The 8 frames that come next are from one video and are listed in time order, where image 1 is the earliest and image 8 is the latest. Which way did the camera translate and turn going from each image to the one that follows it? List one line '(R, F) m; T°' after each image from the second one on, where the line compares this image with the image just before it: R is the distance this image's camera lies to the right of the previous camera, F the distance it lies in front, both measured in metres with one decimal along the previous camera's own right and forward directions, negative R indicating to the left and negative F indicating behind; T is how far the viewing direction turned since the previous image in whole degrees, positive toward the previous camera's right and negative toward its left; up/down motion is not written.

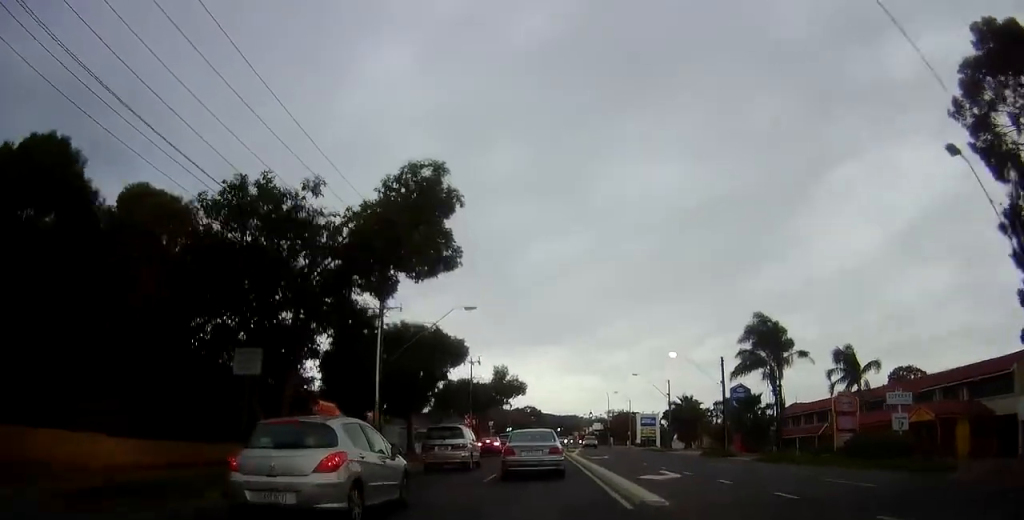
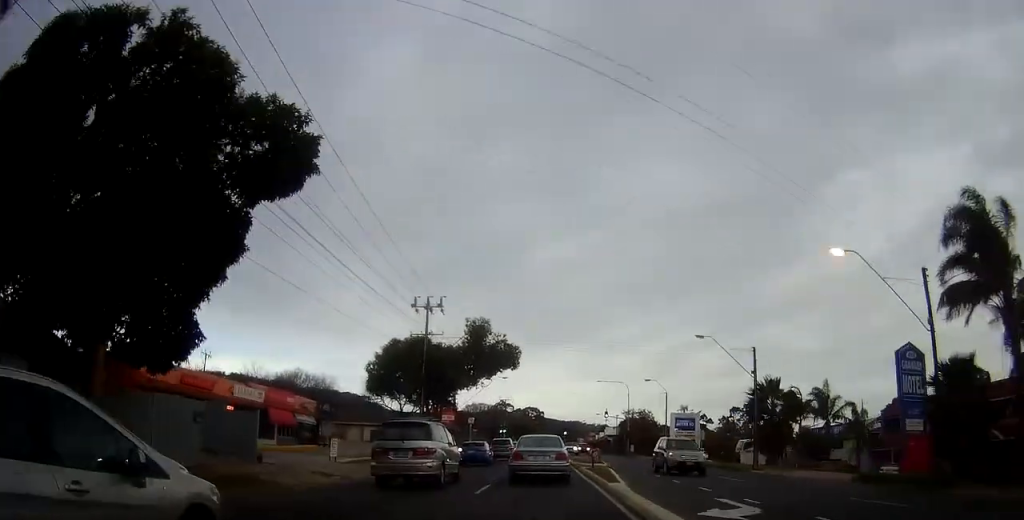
(+0.7, +25.4) m; 0°
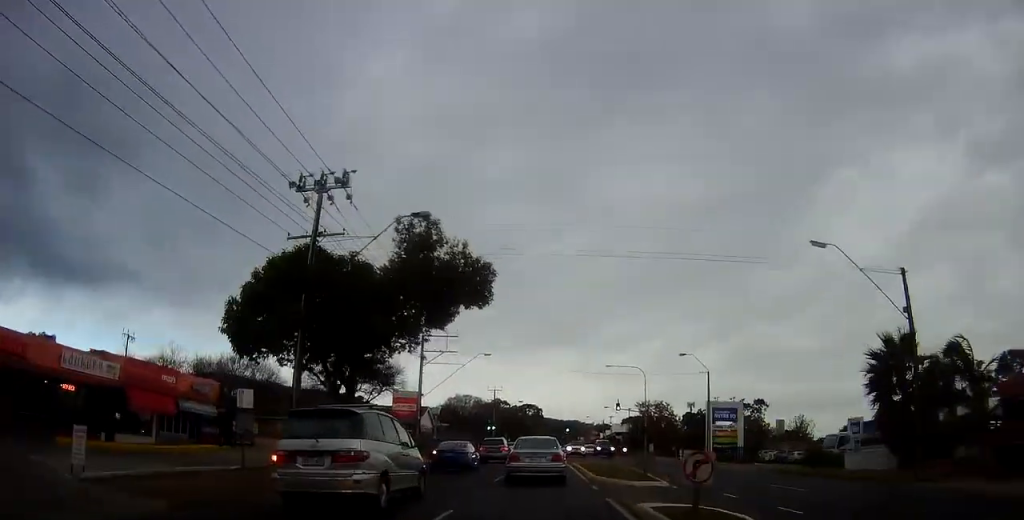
(-0.6, +18.2) m; 0°
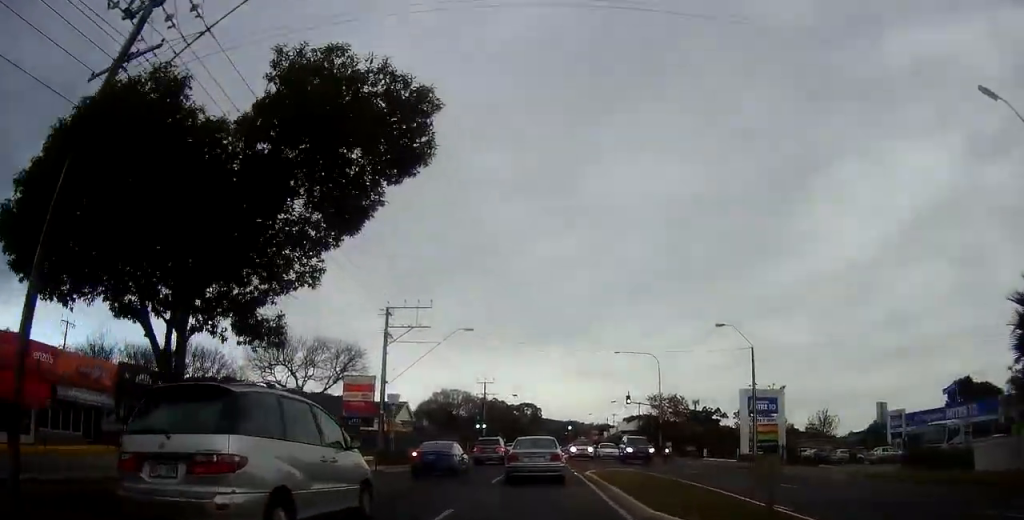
(+0.3, +11.3) m; 0°
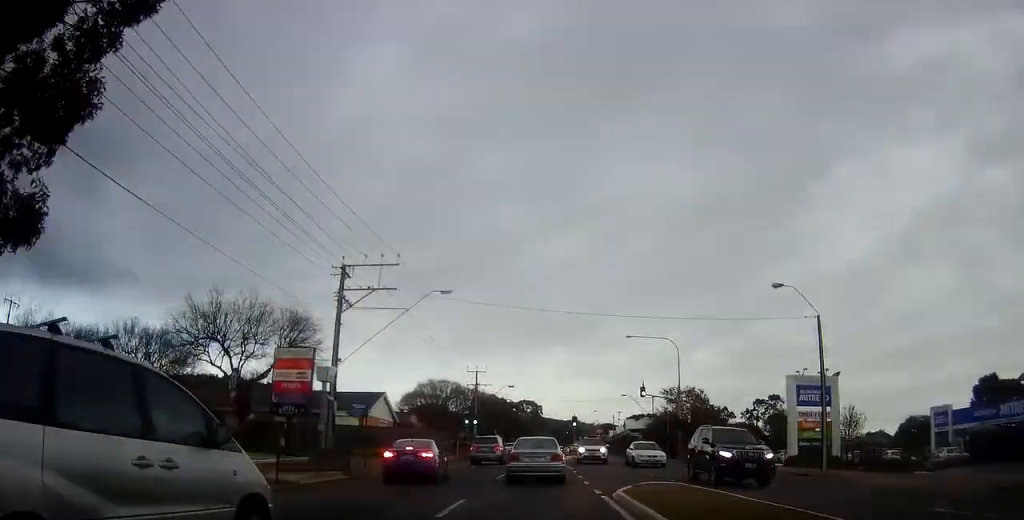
(+0.3, +9.8) m; 0°
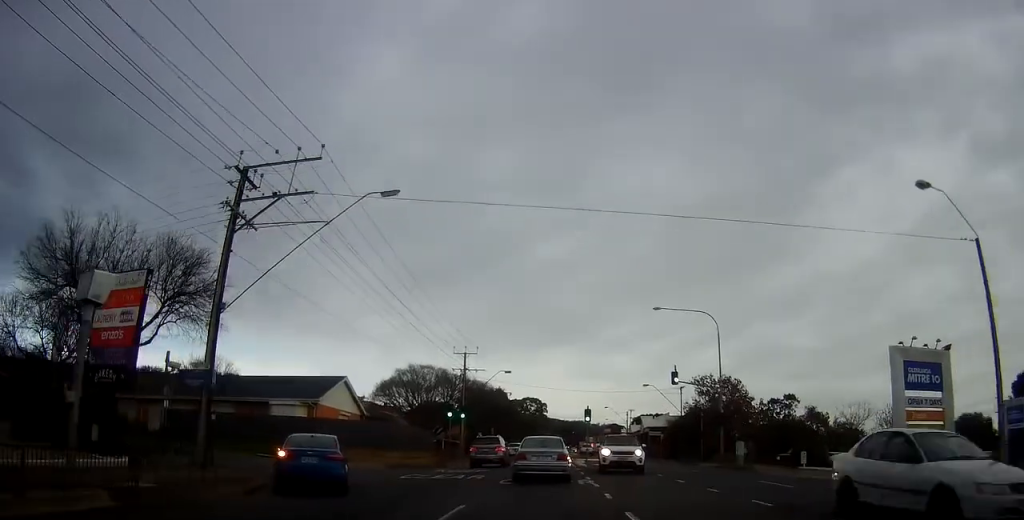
(-0.7, +12.7) m; -1°
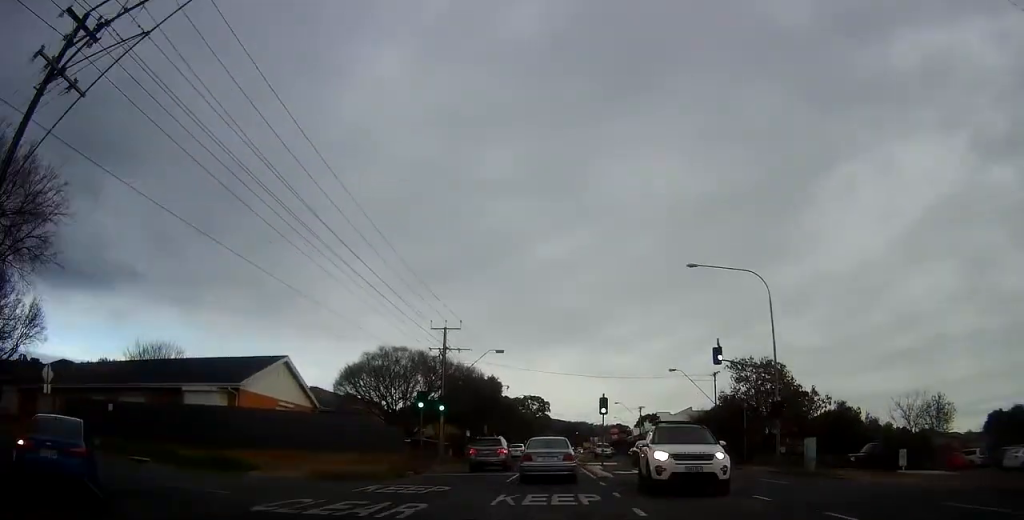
(+0.4, +11.3) m; +3°
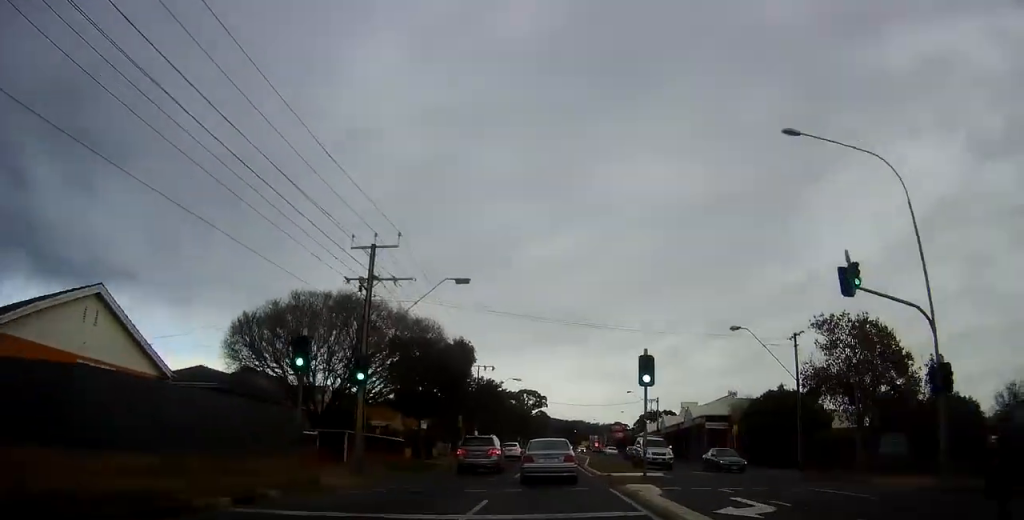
(+0.5, +16.7) m; -1°
